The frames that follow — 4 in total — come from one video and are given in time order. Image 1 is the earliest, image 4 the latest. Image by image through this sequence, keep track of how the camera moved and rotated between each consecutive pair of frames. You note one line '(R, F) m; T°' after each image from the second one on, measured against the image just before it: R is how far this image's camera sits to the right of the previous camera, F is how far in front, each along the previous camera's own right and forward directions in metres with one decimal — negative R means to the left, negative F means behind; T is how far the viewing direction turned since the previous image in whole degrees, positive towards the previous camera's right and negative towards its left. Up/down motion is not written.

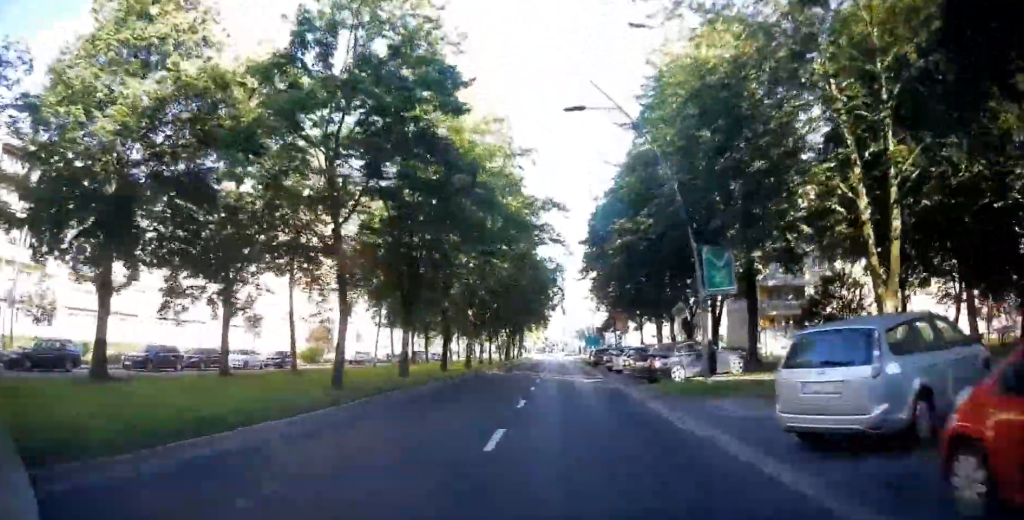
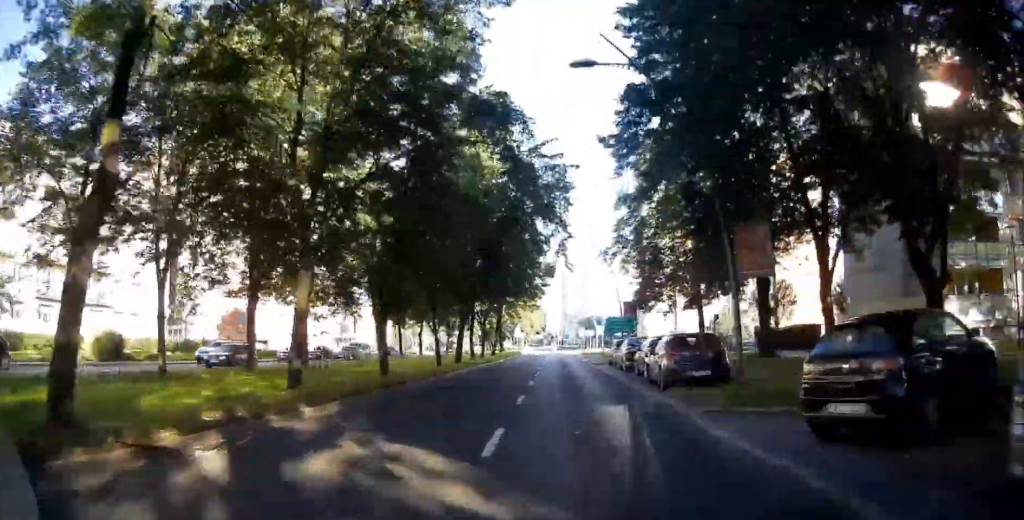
(0.0, +33.8) m; 0°
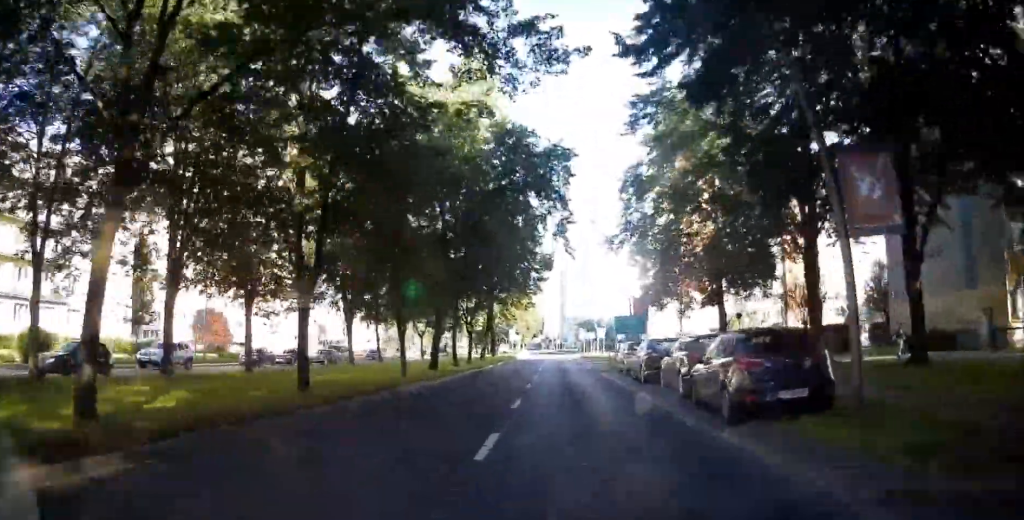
(0.0, +6.6) m; -1°
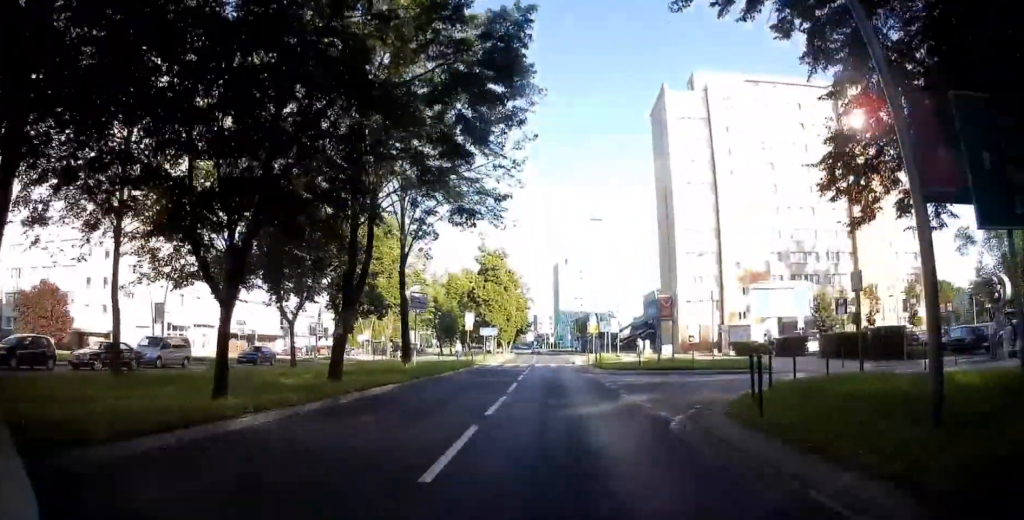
(-2.0, +30.1) m; -7°
